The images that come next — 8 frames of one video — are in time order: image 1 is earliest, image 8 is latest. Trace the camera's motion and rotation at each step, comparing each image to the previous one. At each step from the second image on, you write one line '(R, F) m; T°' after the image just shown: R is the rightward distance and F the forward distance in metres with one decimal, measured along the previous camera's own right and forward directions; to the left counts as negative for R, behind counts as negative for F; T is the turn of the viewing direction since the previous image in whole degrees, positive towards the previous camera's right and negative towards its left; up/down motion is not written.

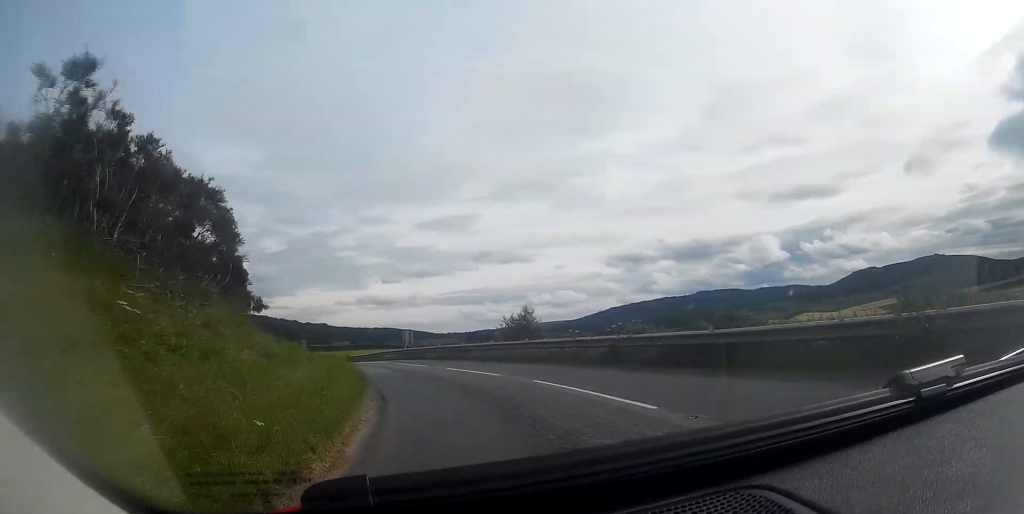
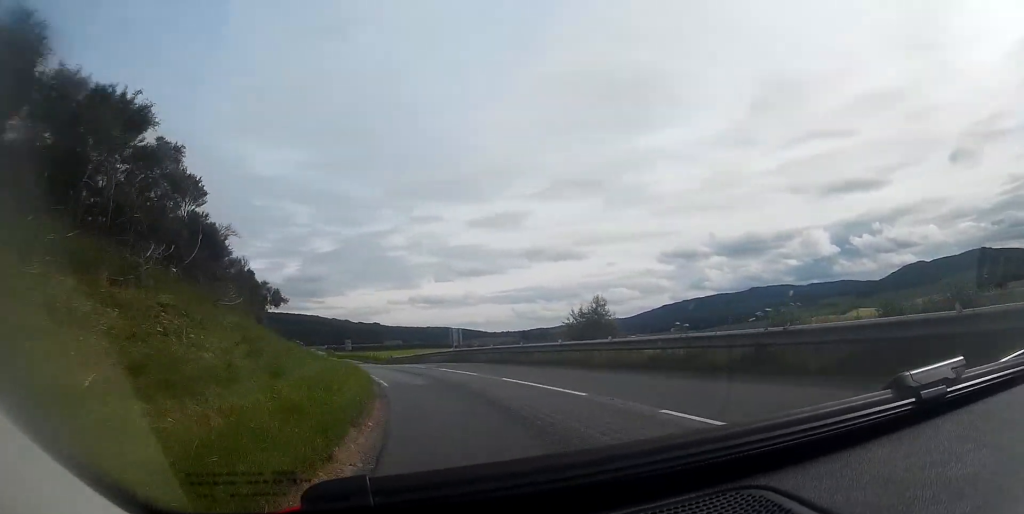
(-0.3, +6.4) m; -4°
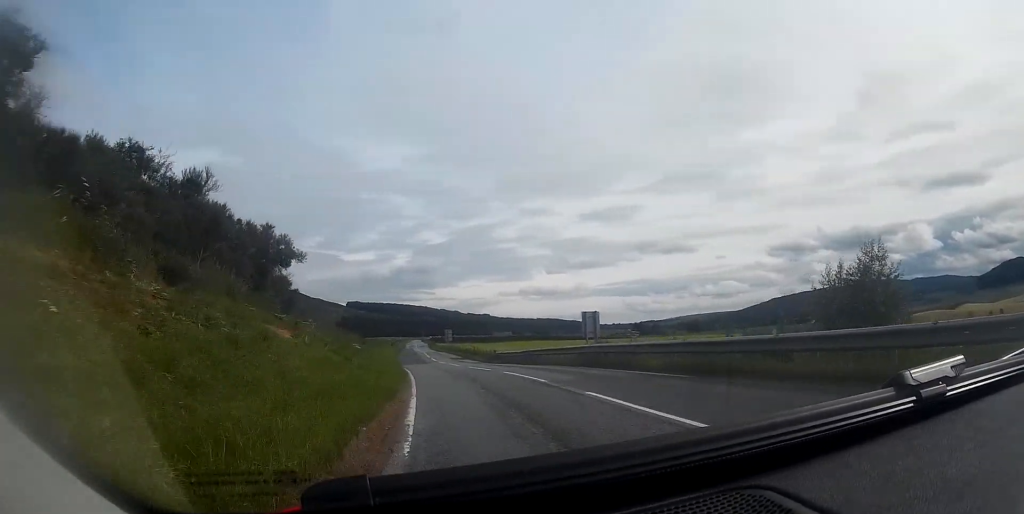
(-1.4, +15.0) m; -9°
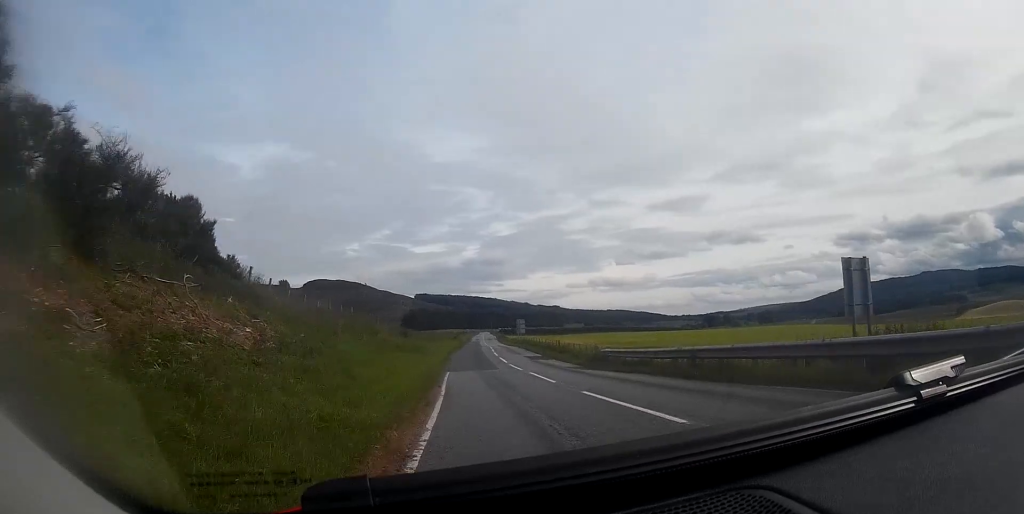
(-1.2, +16.7) m; -6°
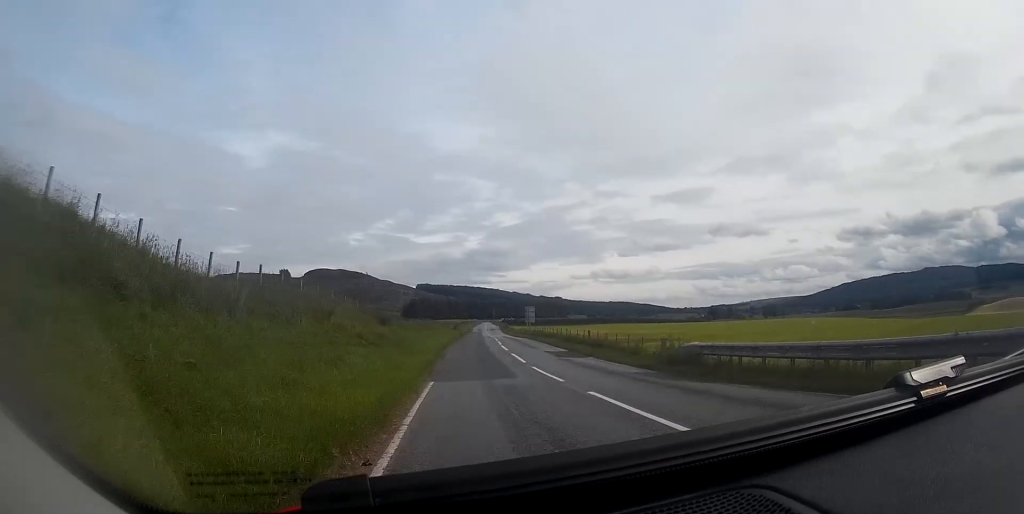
(-0.3, +11.5) m; -2°
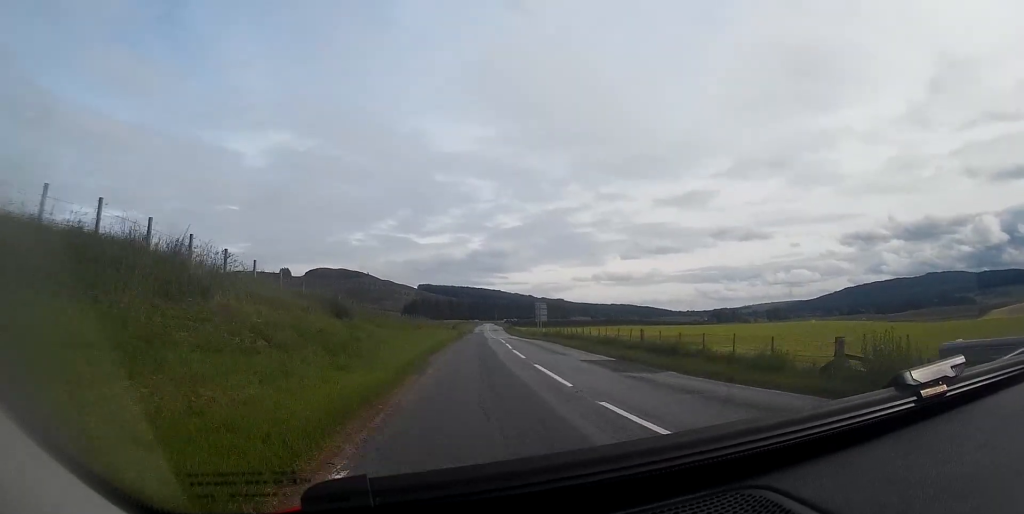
(-0.1, +10.7) m; -1°
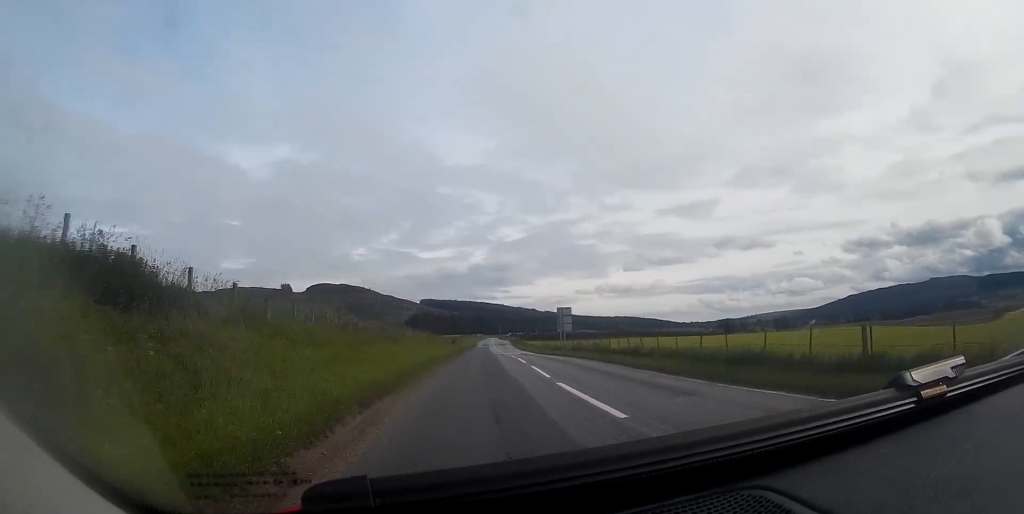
(-0.1, +14.1) m; 0°
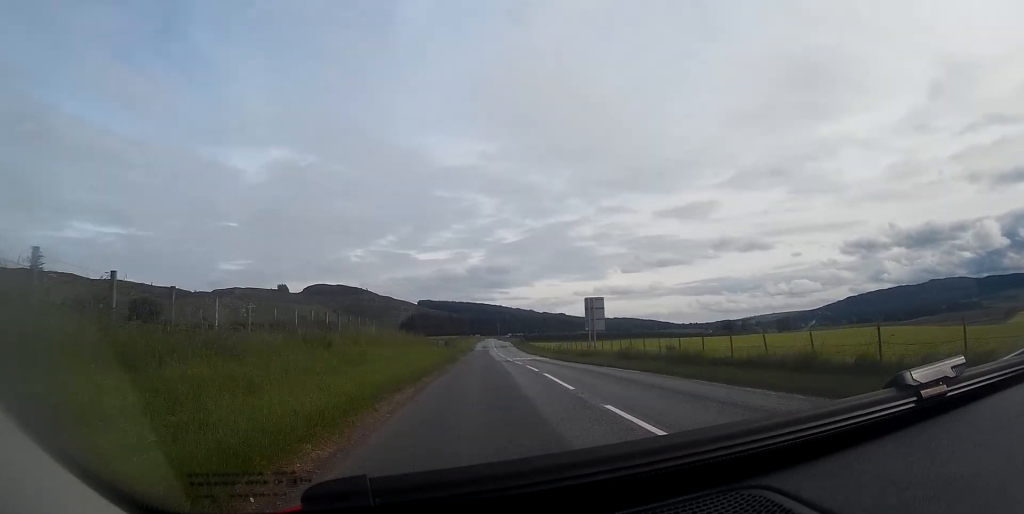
(+0.1, +12.8) m; 0°
